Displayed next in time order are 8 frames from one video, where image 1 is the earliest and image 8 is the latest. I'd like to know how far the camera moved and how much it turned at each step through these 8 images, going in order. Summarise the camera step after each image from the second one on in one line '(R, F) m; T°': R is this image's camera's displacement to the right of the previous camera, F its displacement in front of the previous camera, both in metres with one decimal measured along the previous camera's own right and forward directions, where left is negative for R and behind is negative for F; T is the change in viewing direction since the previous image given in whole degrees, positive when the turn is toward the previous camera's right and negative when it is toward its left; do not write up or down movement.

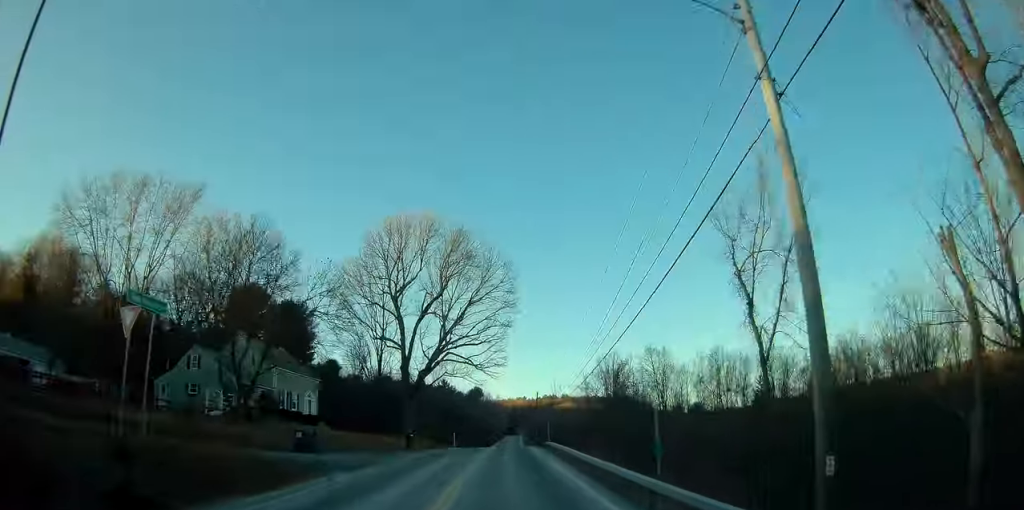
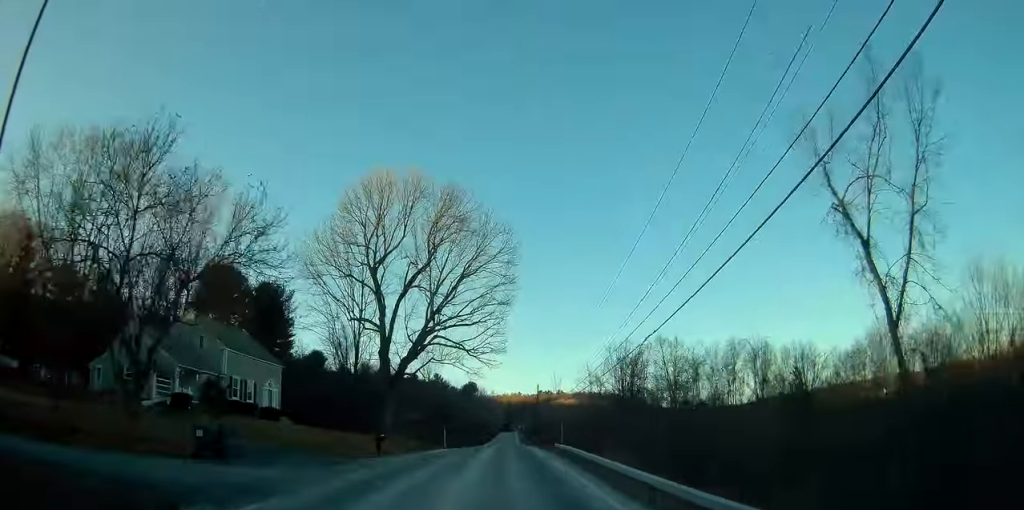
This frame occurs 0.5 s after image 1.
(+0.3, +9.7) m; 0°
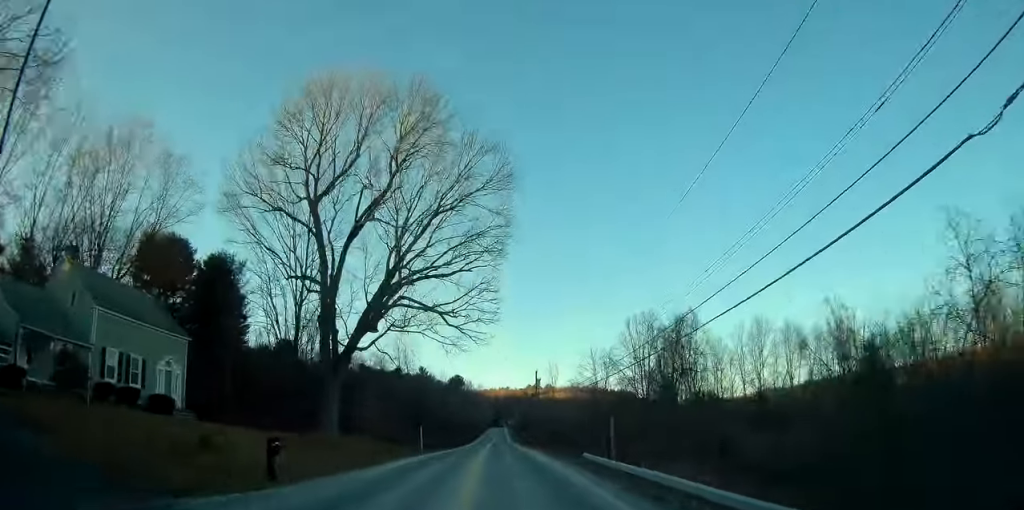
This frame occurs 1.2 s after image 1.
(+0.1, +15.2) m; +1°
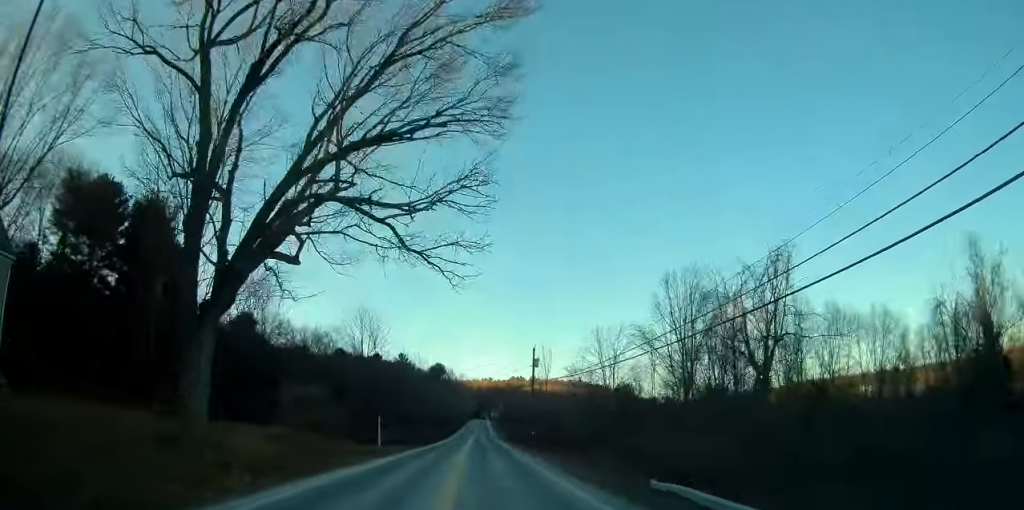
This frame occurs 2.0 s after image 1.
(-0.2, +15.9) m; +1°
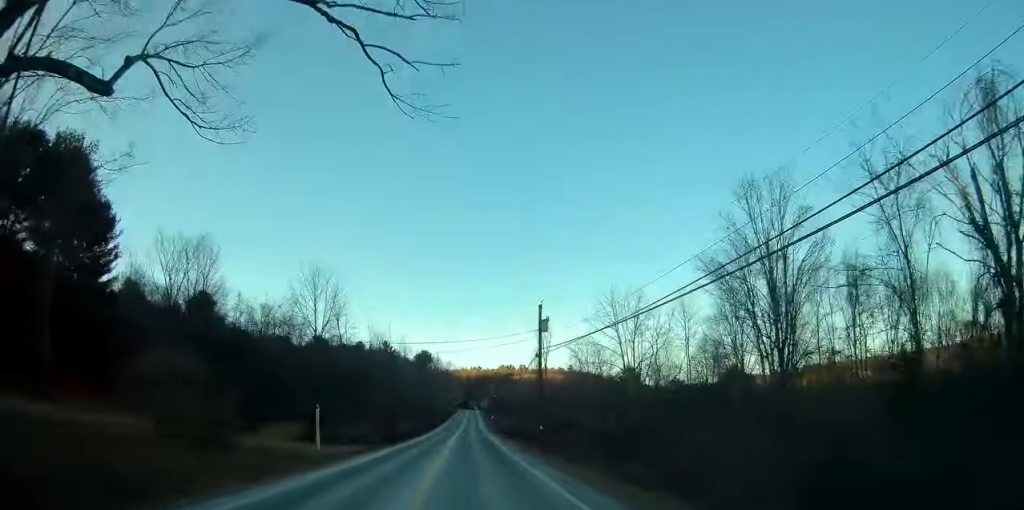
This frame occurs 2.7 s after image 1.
(+0.4, +15.1) m; +2°
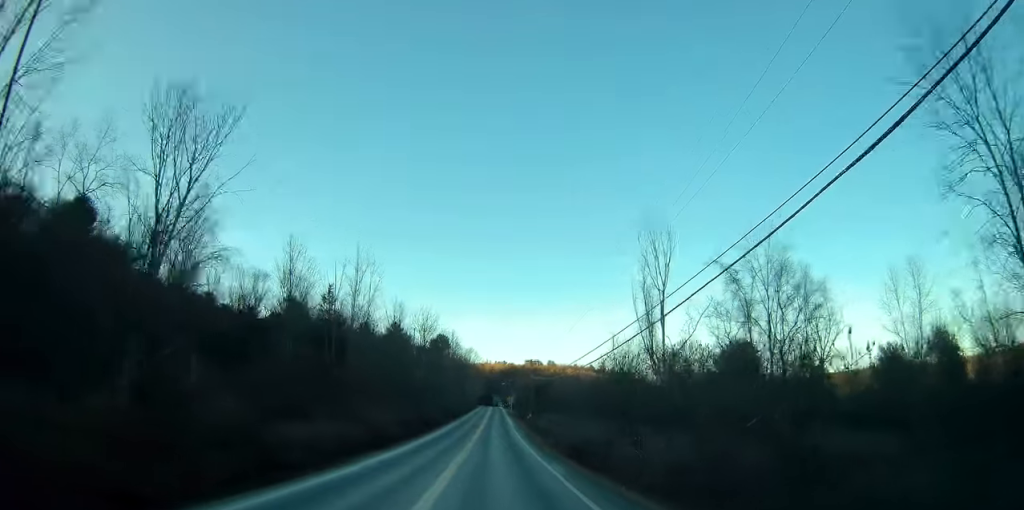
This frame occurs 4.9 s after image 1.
(-0.5, +44.9) m; -1°
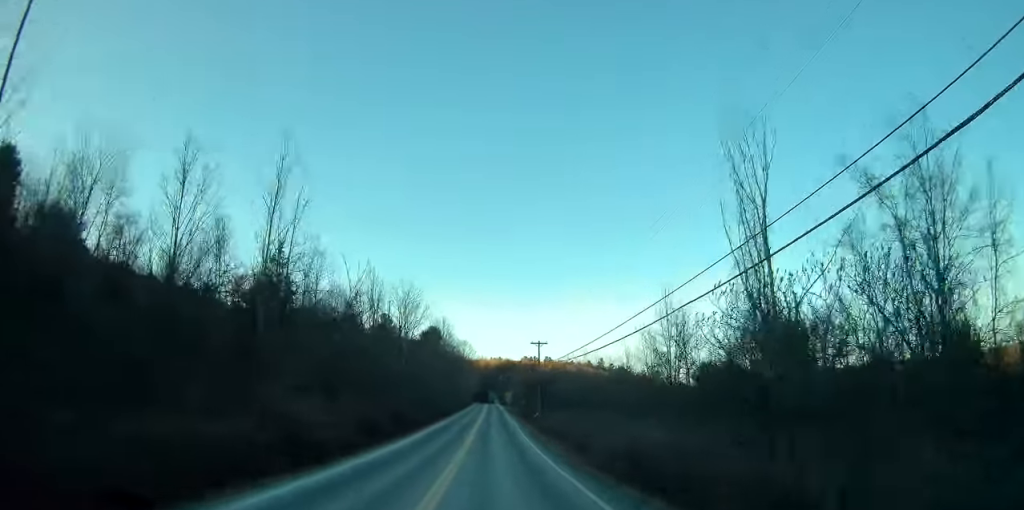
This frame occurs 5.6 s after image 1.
(+0.3, +15.6) m; +1°
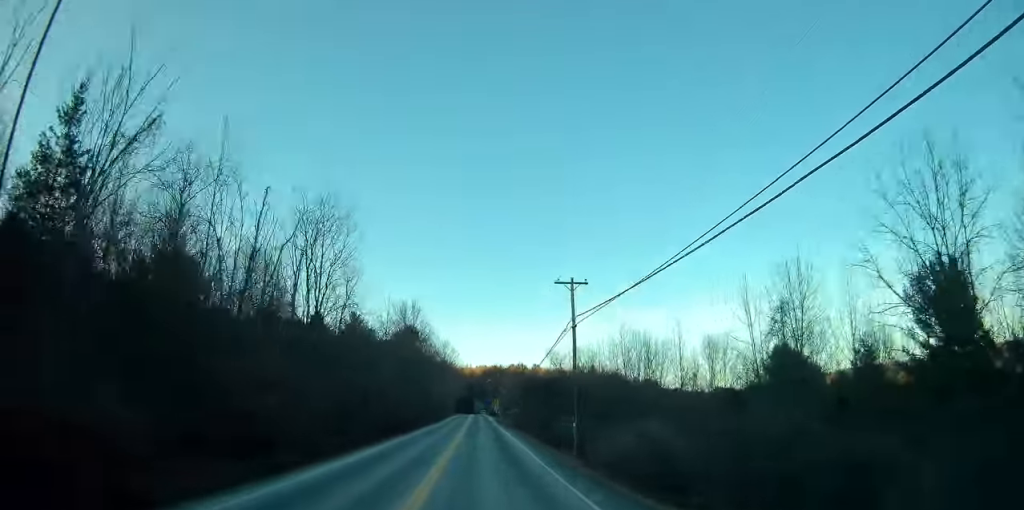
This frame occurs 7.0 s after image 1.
(+0.1, +30.1) m; 0°
